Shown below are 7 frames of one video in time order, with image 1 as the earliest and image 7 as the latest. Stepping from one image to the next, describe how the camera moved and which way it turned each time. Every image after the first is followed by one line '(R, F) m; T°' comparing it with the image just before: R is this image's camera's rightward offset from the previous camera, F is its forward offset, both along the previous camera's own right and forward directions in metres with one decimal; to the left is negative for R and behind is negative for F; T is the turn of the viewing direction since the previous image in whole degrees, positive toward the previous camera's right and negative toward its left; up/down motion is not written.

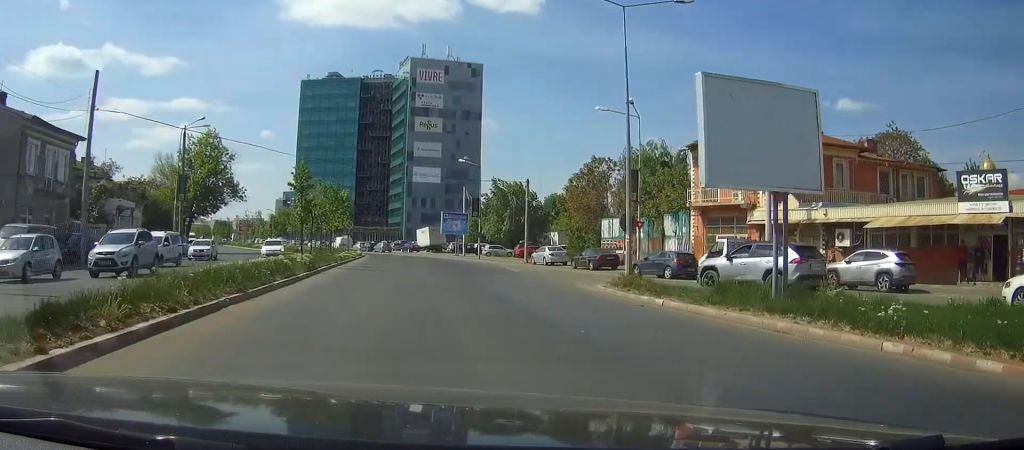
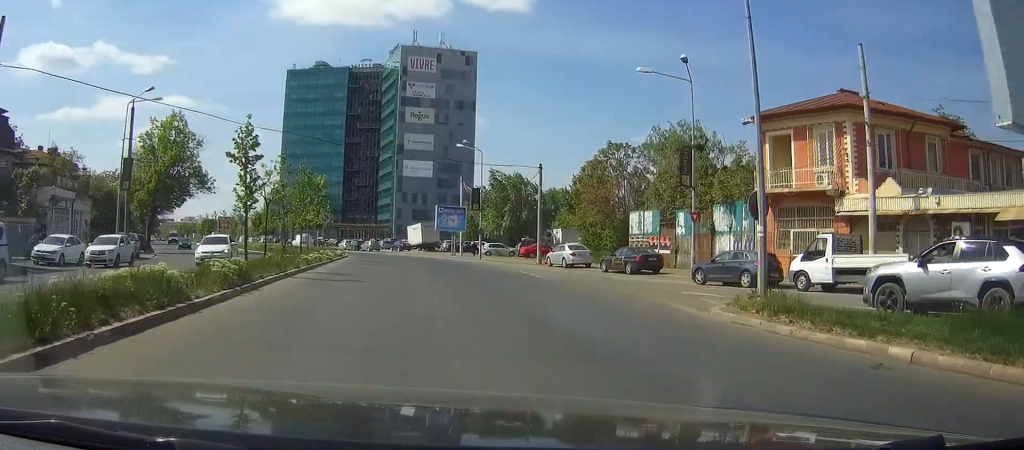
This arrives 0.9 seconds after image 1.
(0.0, +8.4) m; -1°
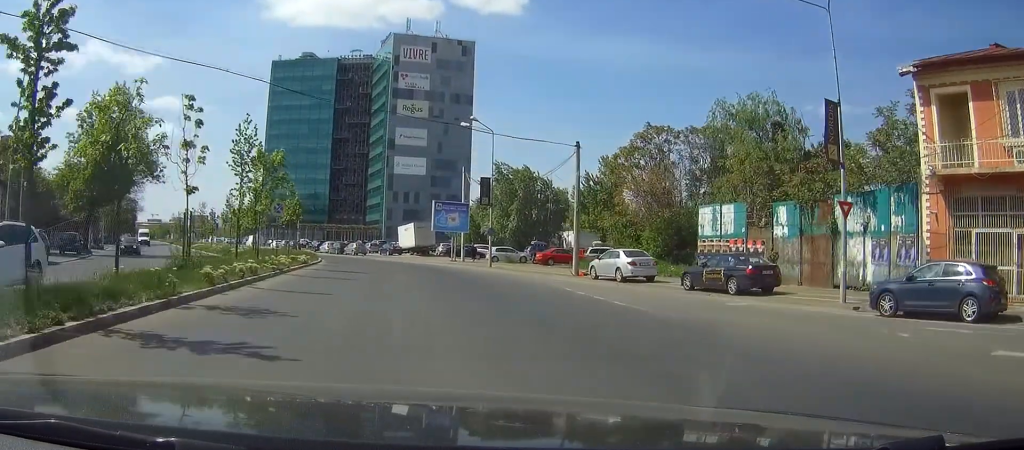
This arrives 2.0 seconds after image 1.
(-0.2, +12.6) m; -3°
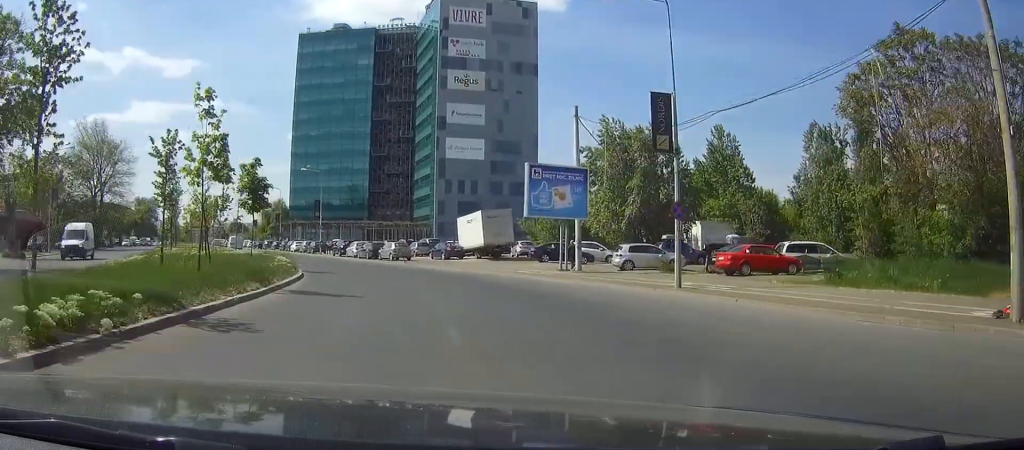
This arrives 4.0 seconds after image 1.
(-0.8, +26.1) m; -3°
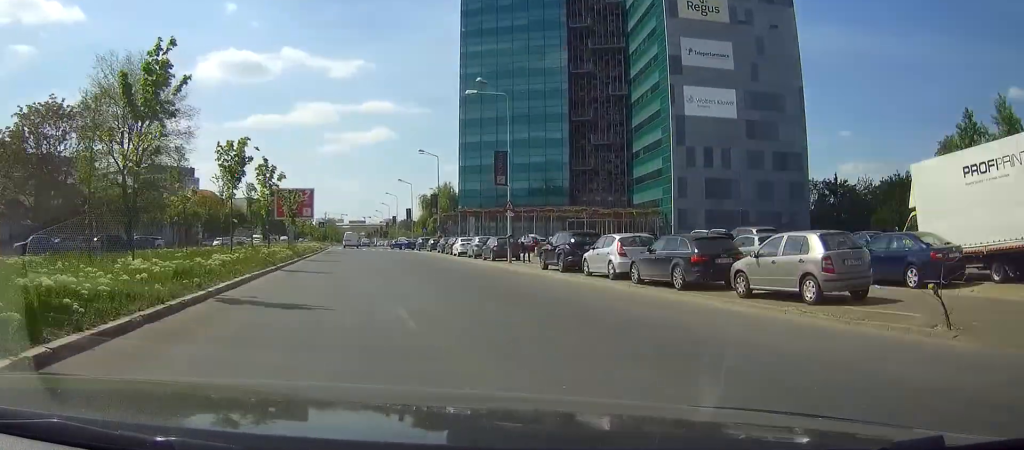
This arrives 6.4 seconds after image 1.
(-3.5, +40.5) m; -14°
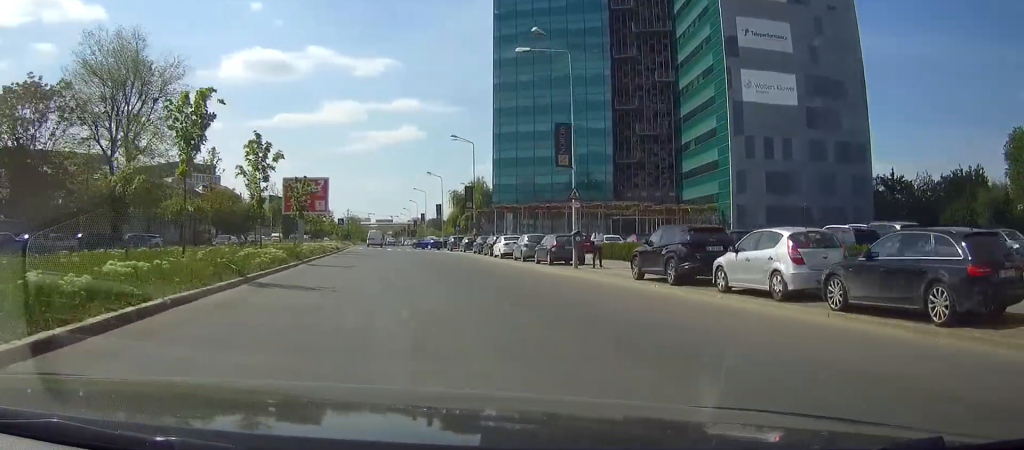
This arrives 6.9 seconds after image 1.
(-0.5, +9.1) m; -3°
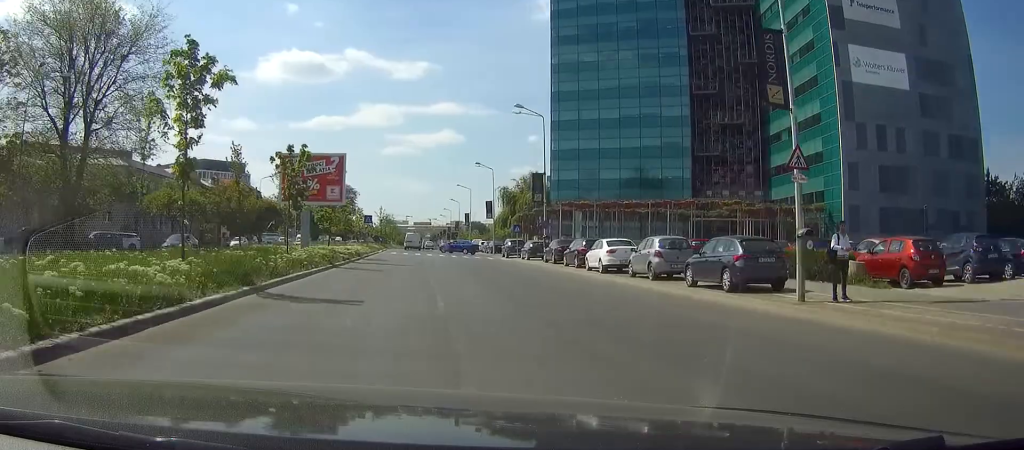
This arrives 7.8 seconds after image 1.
(-0.7, +15.5) m; -4°
